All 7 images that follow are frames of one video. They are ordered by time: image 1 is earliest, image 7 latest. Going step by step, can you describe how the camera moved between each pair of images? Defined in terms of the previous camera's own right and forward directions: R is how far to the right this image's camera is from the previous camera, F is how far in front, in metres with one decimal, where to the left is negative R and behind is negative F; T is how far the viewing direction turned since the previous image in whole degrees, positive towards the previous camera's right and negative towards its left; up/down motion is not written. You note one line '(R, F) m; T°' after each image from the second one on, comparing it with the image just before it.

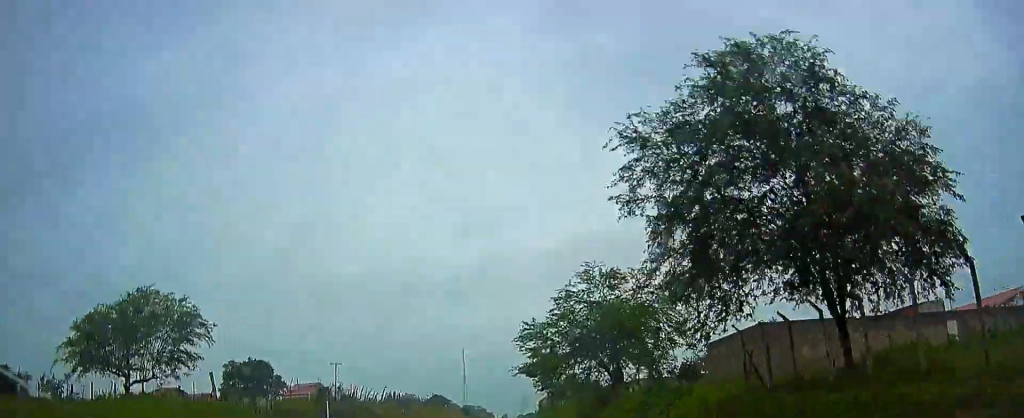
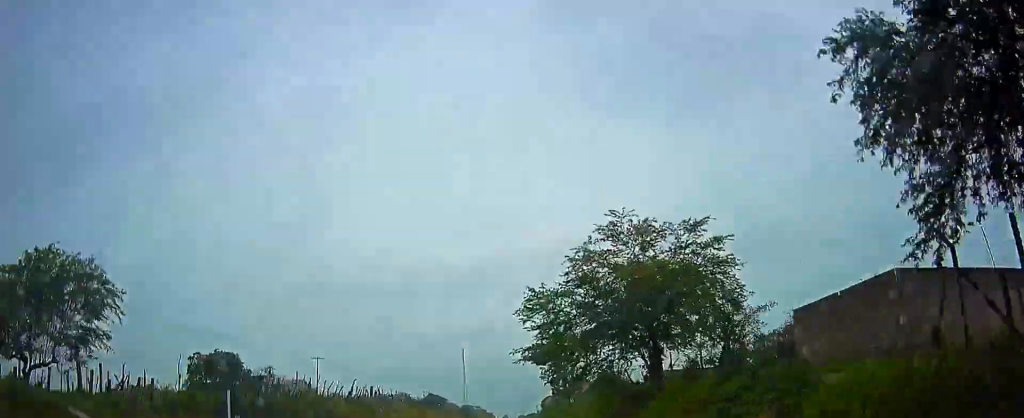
(0.0, +10.6) m; 0°
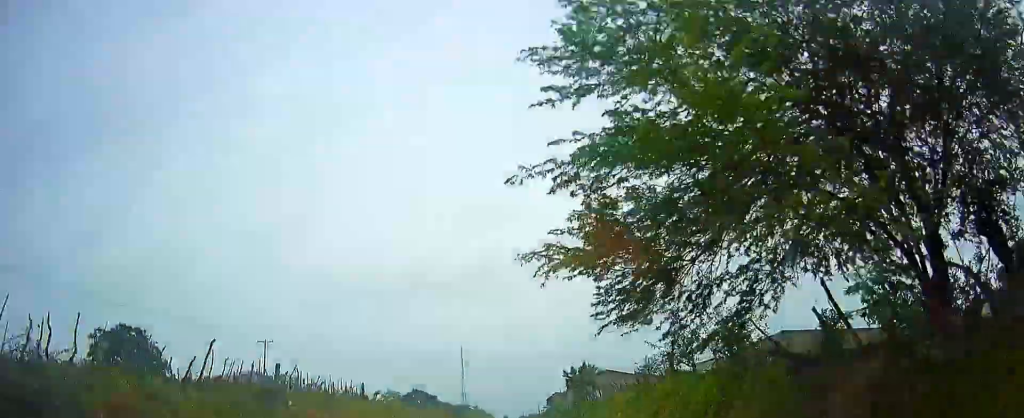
(0.0, +21.6) m; 0°
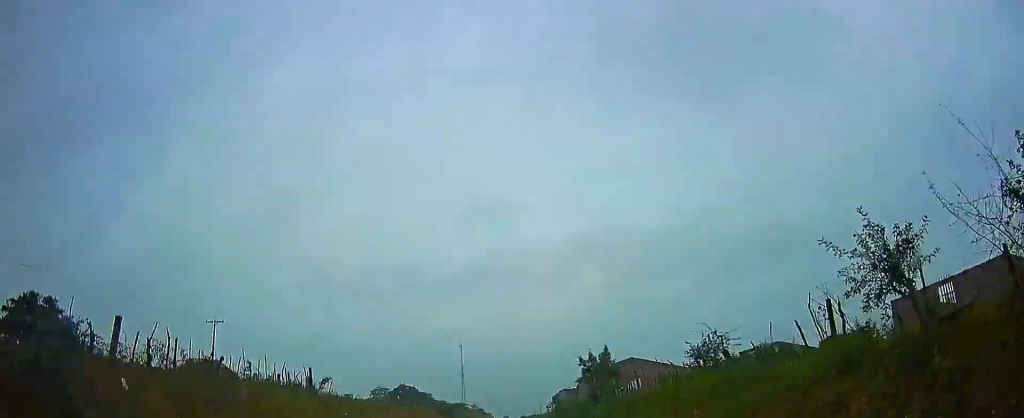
(0.0, +14.3) m; 0°
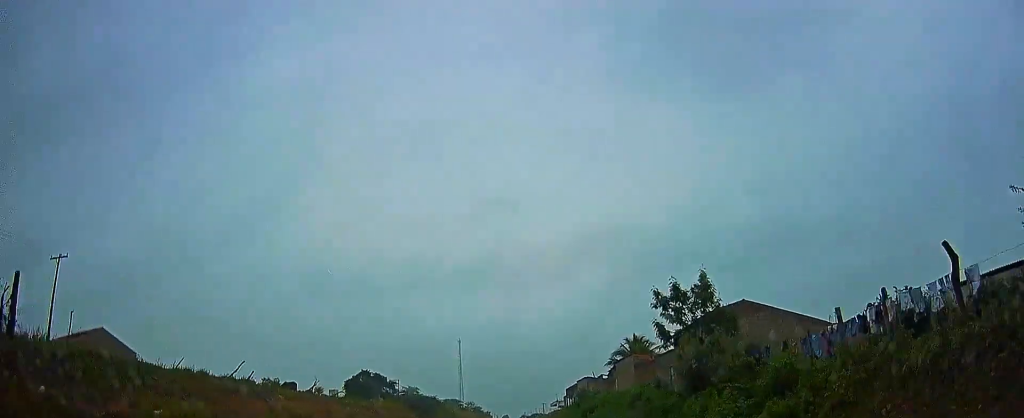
(0.0, +26.6) m; 0°
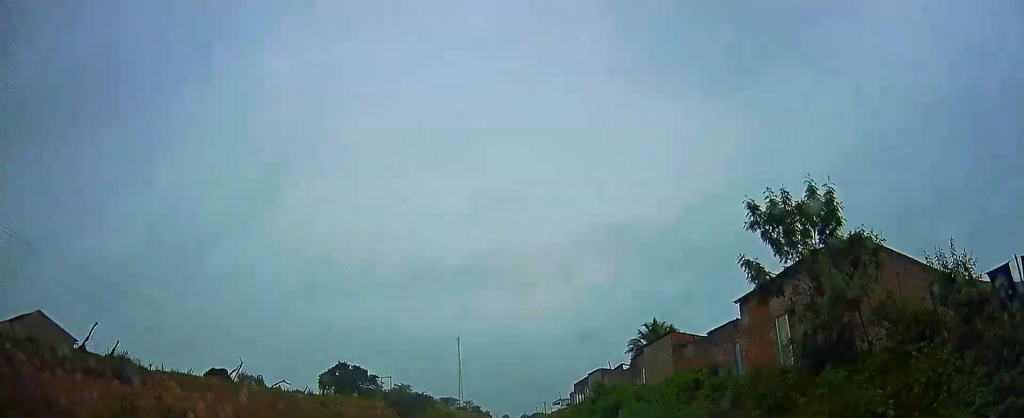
(0.0, +10.5) m; 0°
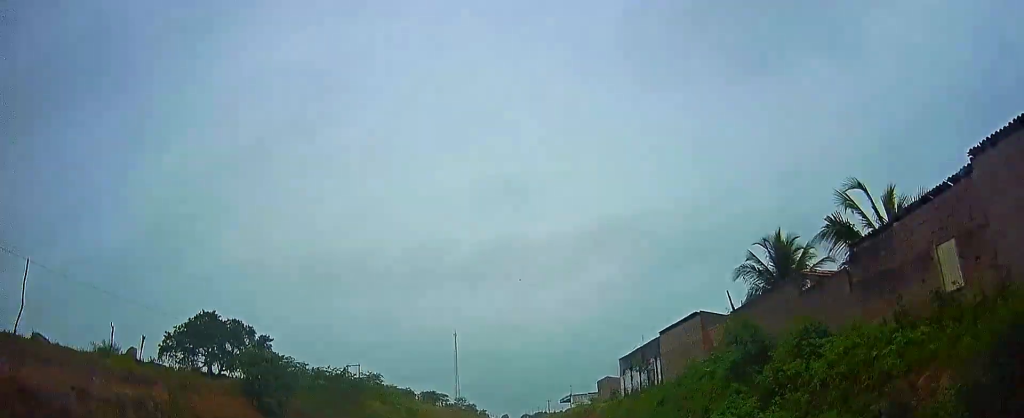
(0.0, +31.0) m; 0°
